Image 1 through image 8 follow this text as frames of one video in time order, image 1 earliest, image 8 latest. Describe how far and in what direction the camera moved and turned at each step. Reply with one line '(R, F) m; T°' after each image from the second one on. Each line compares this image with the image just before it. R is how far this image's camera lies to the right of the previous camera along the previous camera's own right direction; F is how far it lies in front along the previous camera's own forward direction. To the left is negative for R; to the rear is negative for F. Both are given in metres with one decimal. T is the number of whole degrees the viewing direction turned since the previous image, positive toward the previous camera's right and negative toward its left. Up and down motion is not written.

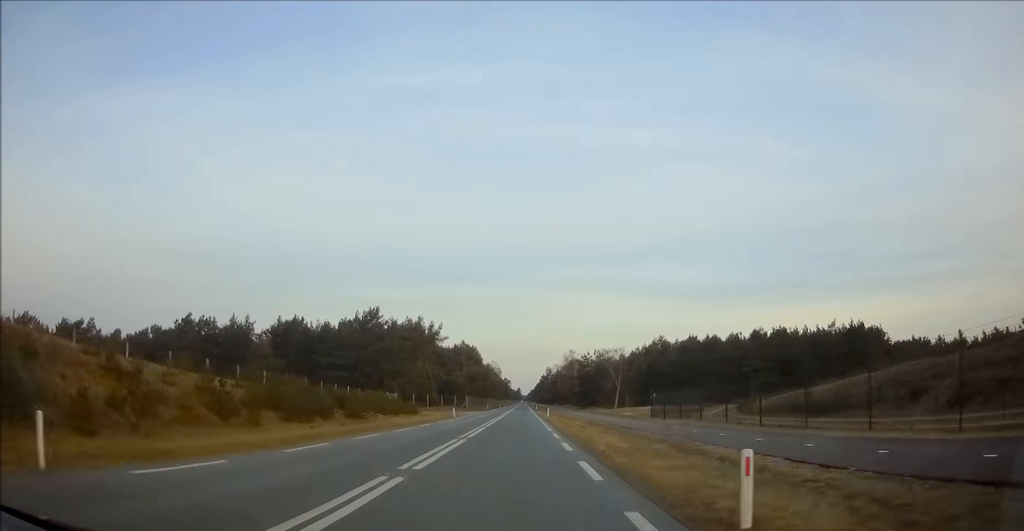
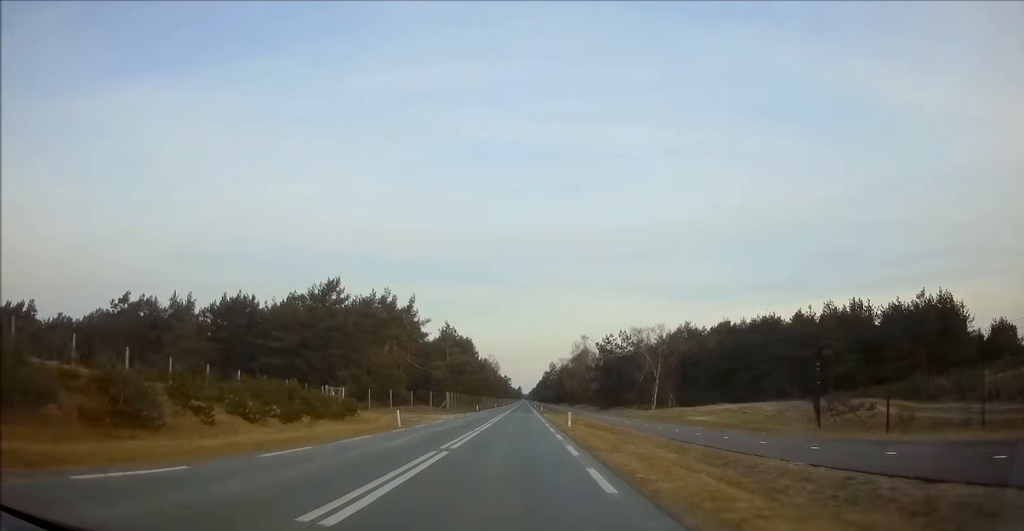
(0.0, +25.5) m; 0°
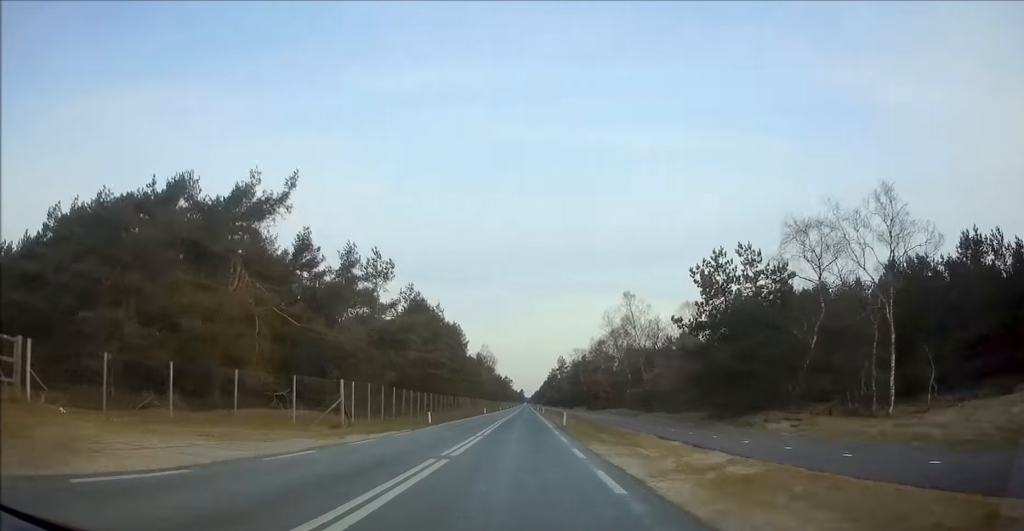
(0.0, +41.4) m; 0°
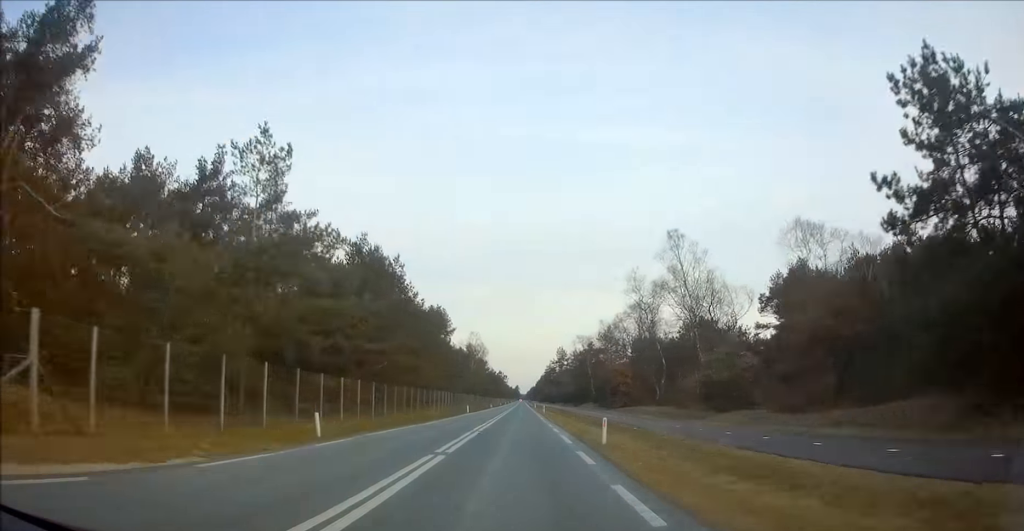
(+0.1, +20.7) m; 0°
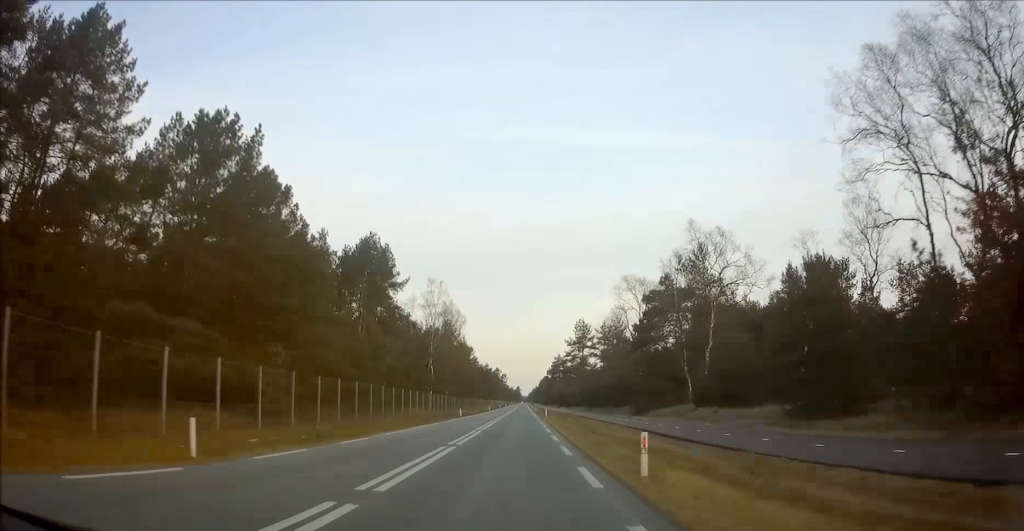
(+0.1, +57.1) m; 0°
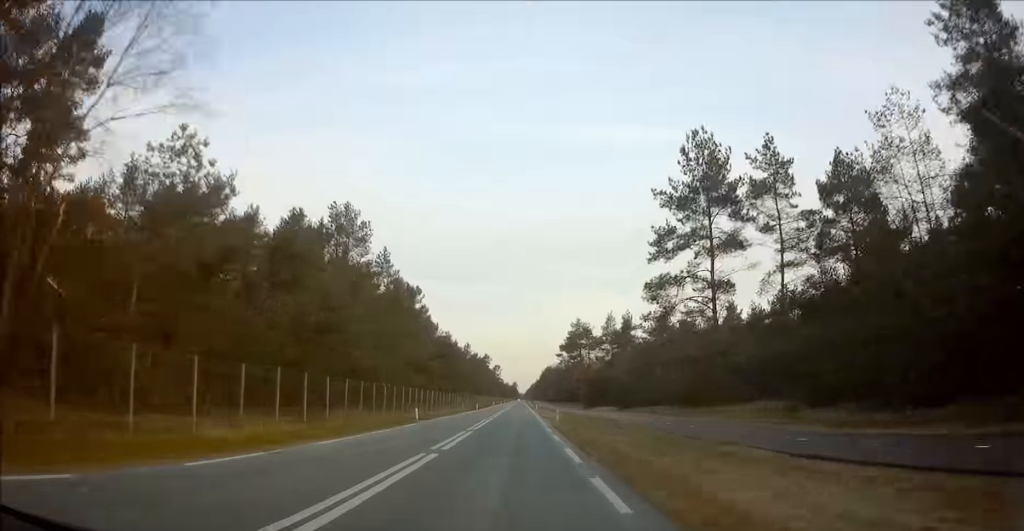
(+0.1, +74.4) m; 0°
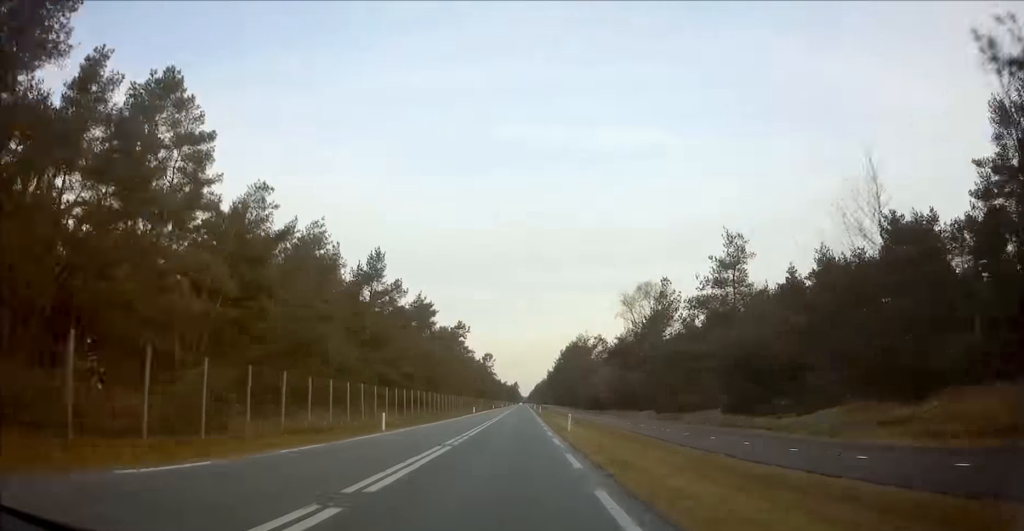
(-0.1, +109.0) m; 0°
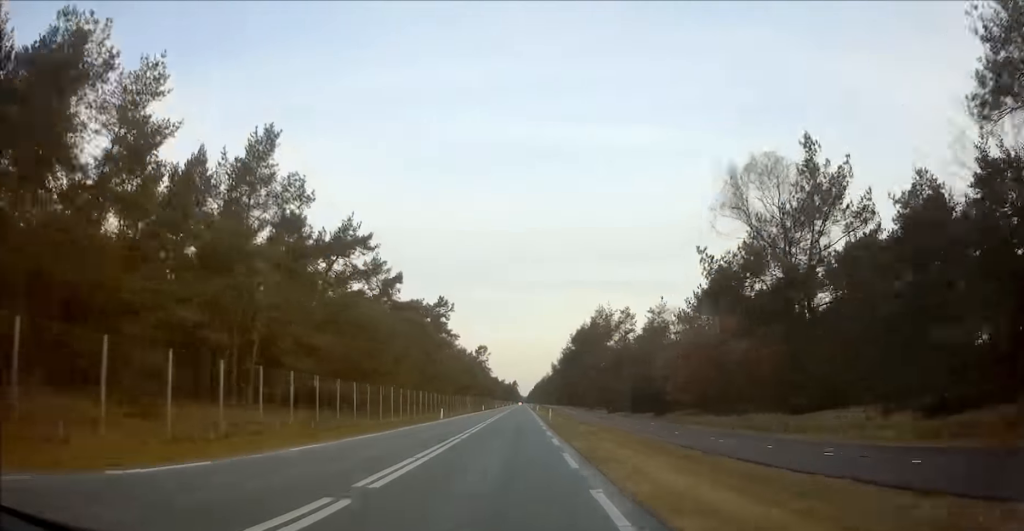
(0.0, +30.0) m; 0°
